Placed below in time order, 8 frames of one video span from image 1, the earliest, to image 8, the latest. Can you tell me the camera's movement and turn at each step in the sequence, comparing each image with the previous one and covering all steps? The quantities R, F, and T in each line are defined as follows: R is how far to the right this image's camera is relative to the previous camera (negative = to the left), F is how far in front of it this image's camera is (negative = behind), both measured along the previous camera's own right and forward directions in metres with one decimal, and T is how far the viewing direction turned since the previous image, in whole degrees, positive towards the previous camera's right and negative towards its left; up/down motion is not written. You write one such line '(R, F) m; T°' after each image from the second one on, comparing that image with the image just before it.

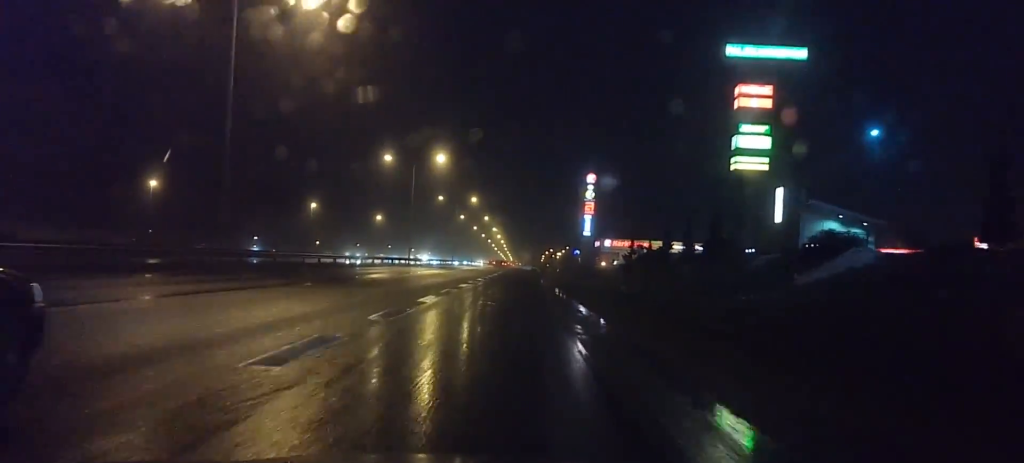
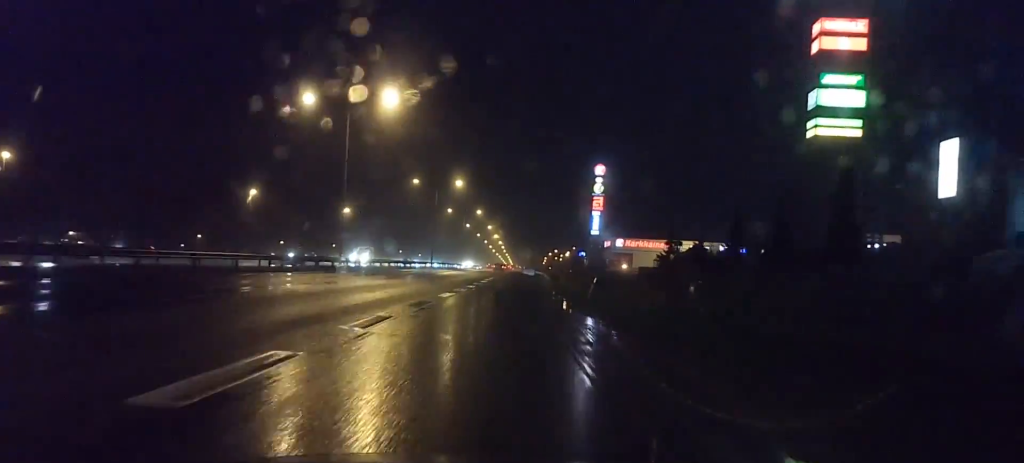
(+0.2, +32.2) m; -1°
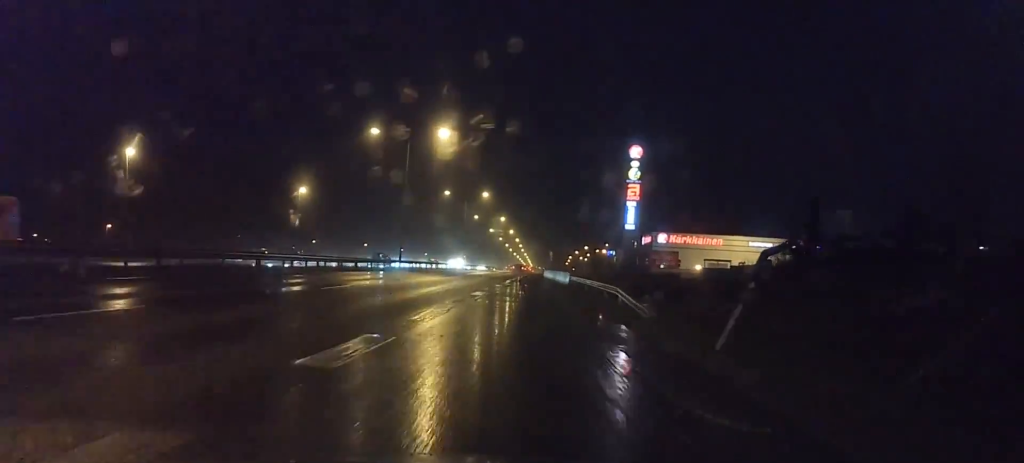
(-1.0, +41.1) m; -1°
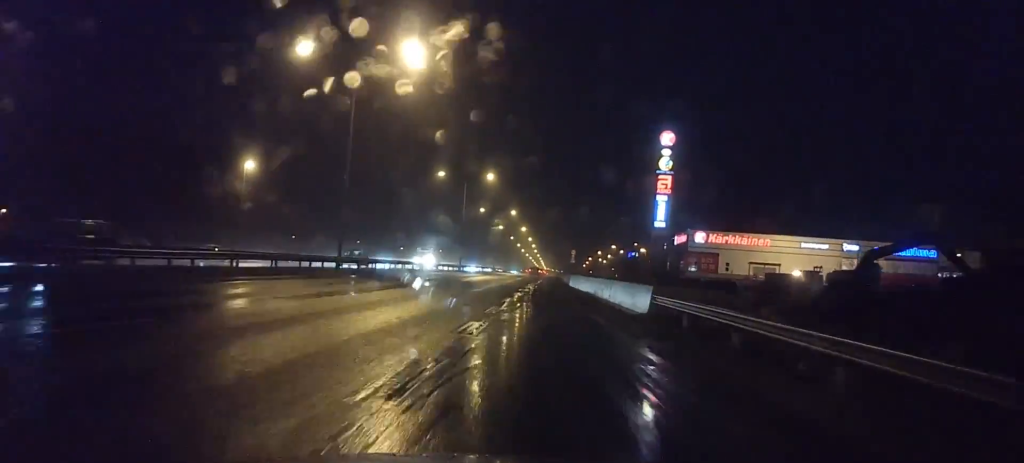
(+0.5, +26.8) m; 0°
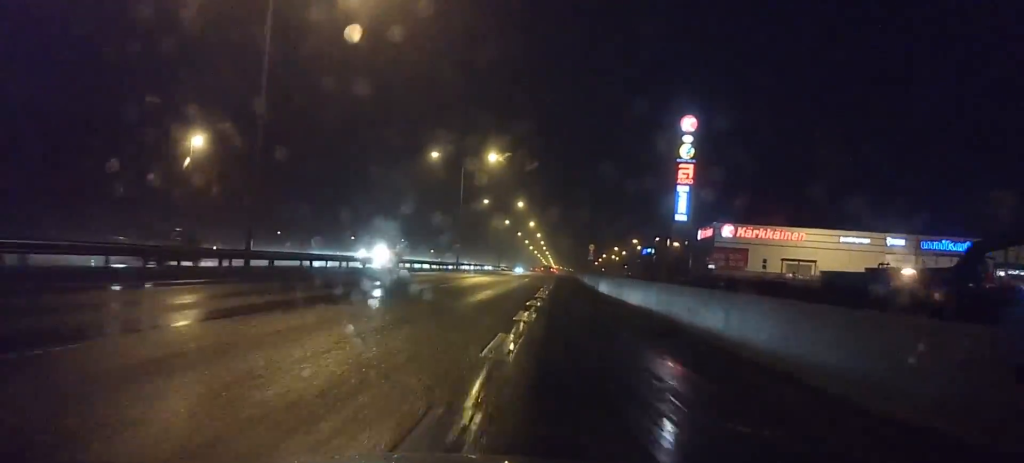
(-0.3, +15.5) m; 0°
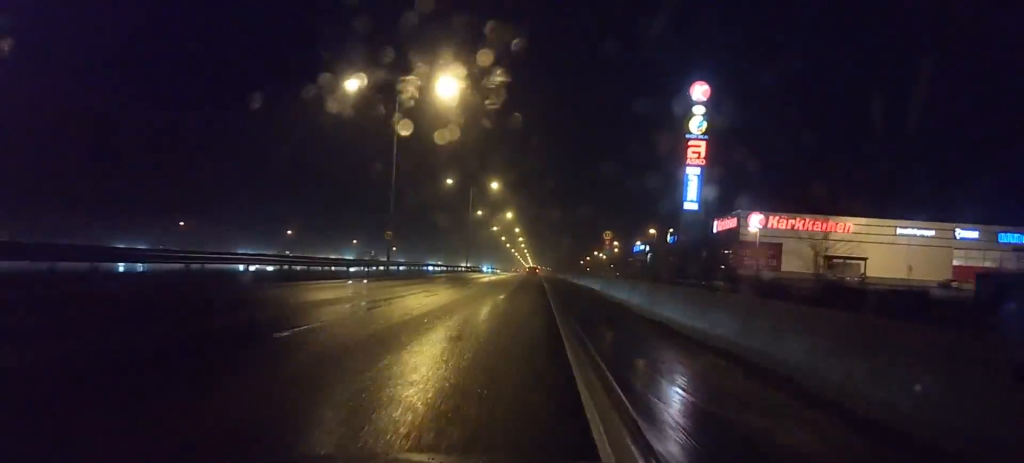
(+0.2, +31.9) m; +1°
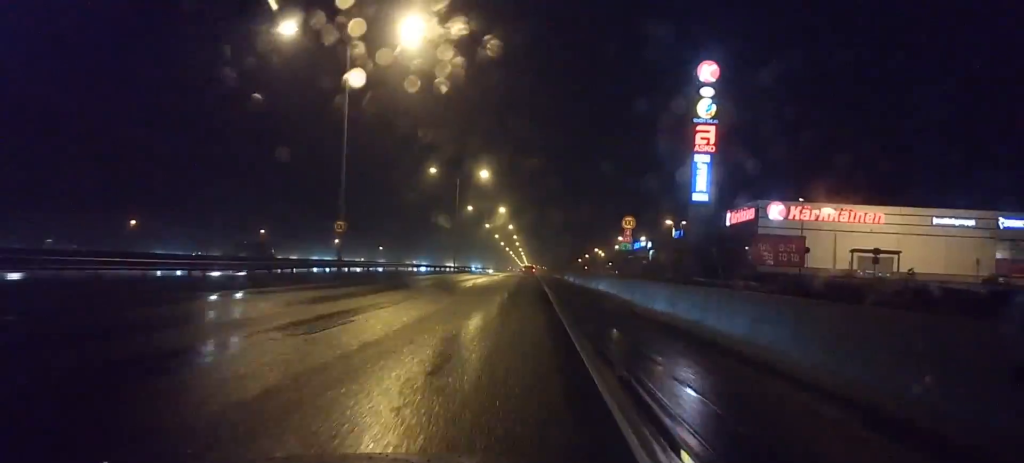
(+0.1, +12.1) m; 0°
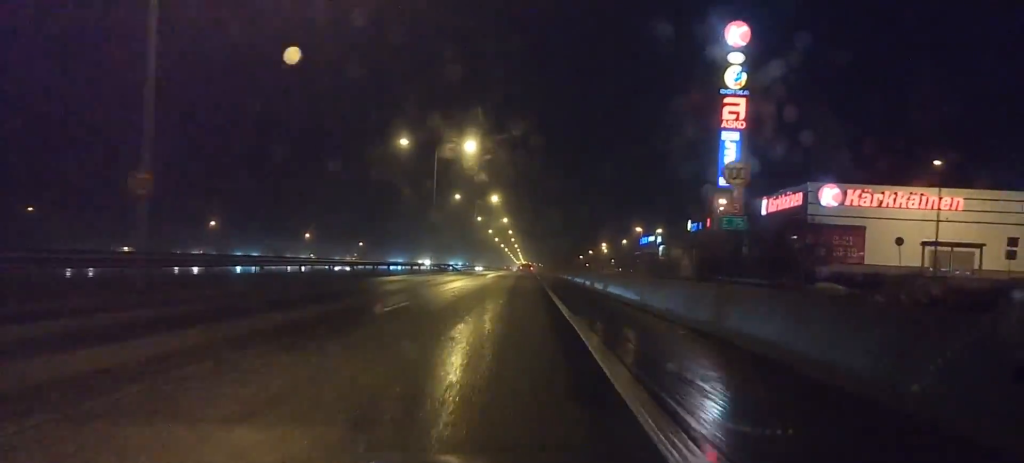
(+0.1, +19.6) m; 0°
